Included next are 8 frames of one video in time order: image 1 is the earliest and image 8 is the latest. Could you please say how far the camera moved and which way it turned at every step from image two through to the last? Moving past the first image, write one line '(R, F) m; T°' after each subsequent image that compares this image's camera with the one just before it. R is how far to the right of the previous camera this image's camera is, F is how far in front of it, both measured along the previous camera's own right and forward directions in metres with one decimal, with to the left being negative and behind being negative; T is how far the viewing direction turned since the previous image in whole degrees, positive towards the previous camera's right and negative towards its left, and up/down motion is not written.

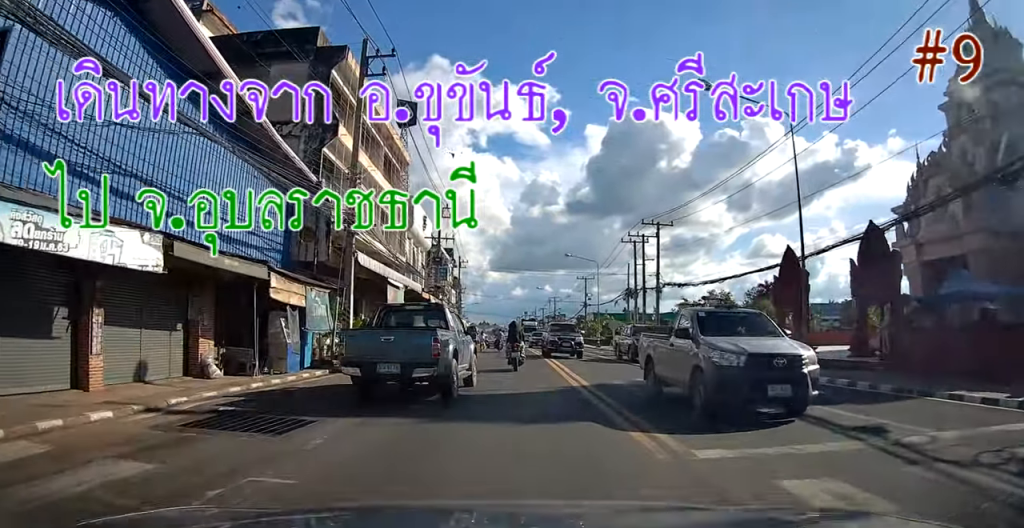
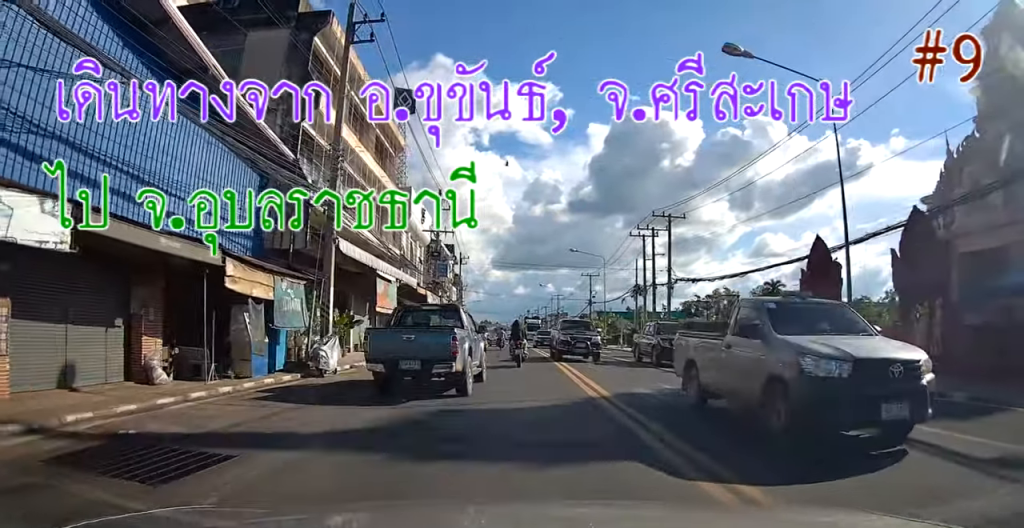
(0.0, +2.4) m; -2°
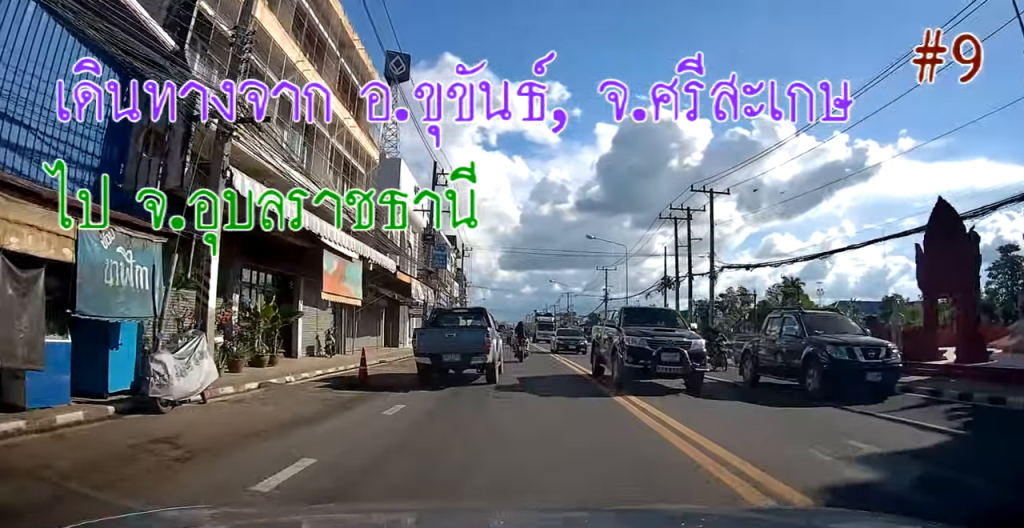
(-0.4, +7.0) m; -6°
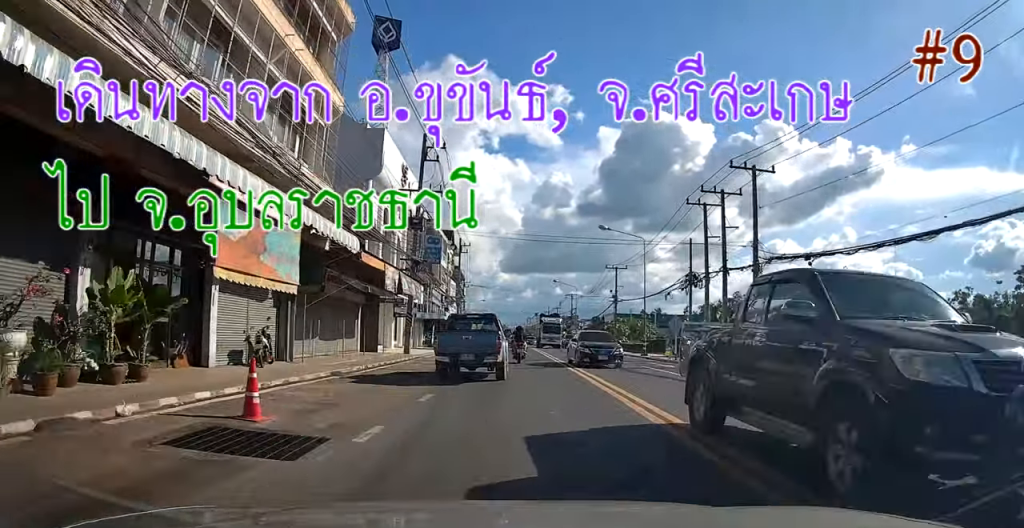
(-0.3, +5.7) m; +2°
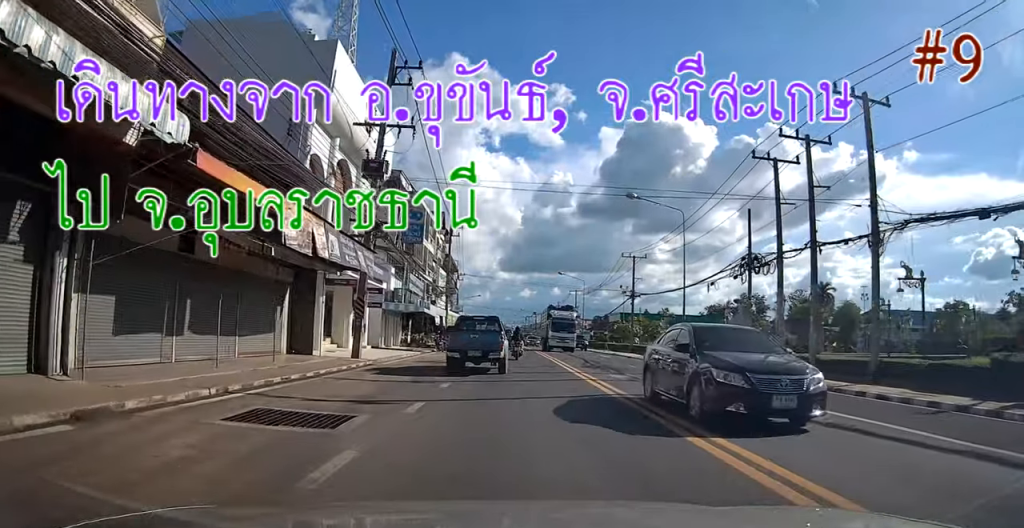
(+0.9, +9.5) m; +2°
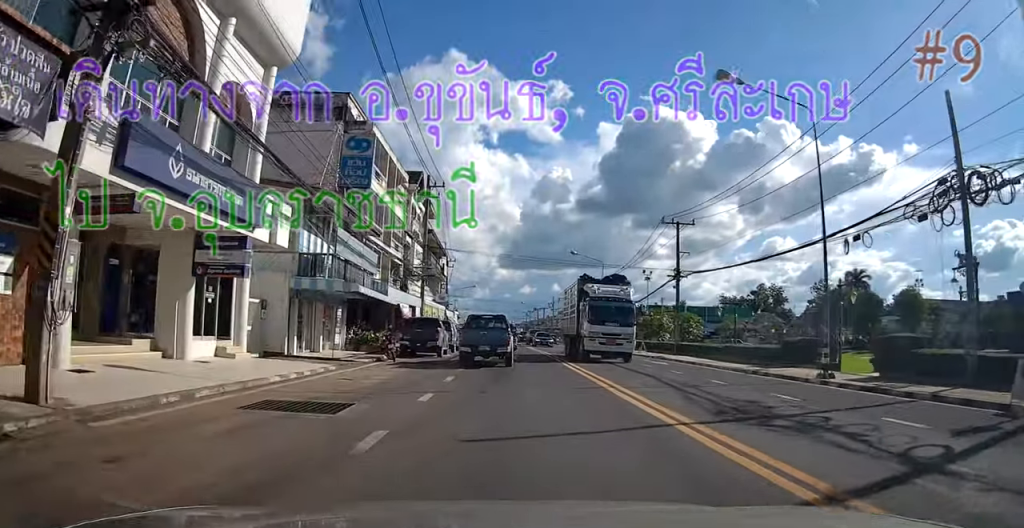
(-0.9, +14.5) m; -2°
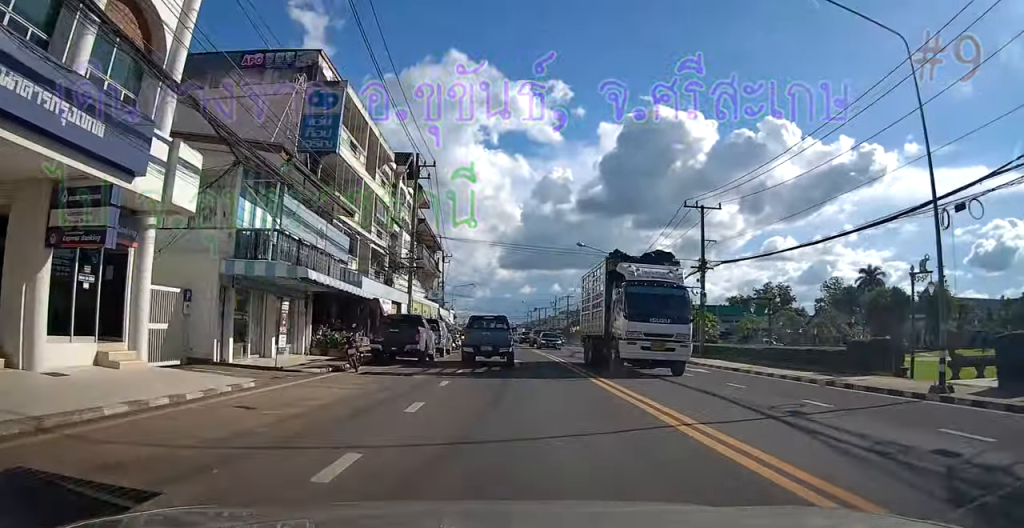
(+0.5, +5.2) m; 0°
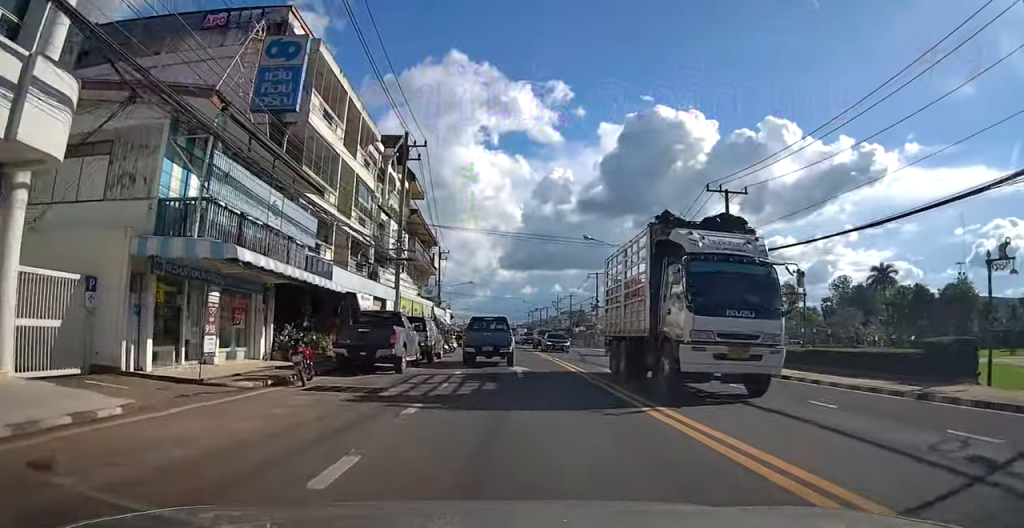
(-0.1, +4.1) m; 0°
